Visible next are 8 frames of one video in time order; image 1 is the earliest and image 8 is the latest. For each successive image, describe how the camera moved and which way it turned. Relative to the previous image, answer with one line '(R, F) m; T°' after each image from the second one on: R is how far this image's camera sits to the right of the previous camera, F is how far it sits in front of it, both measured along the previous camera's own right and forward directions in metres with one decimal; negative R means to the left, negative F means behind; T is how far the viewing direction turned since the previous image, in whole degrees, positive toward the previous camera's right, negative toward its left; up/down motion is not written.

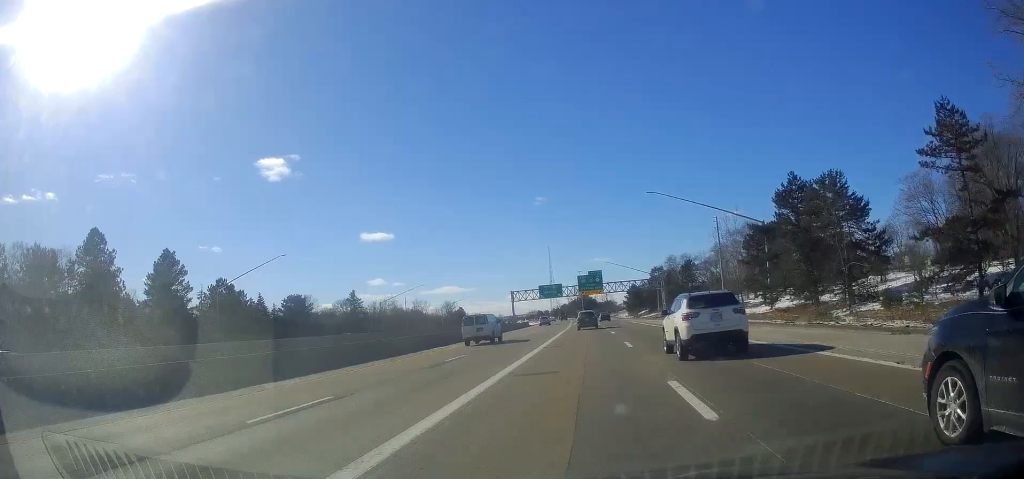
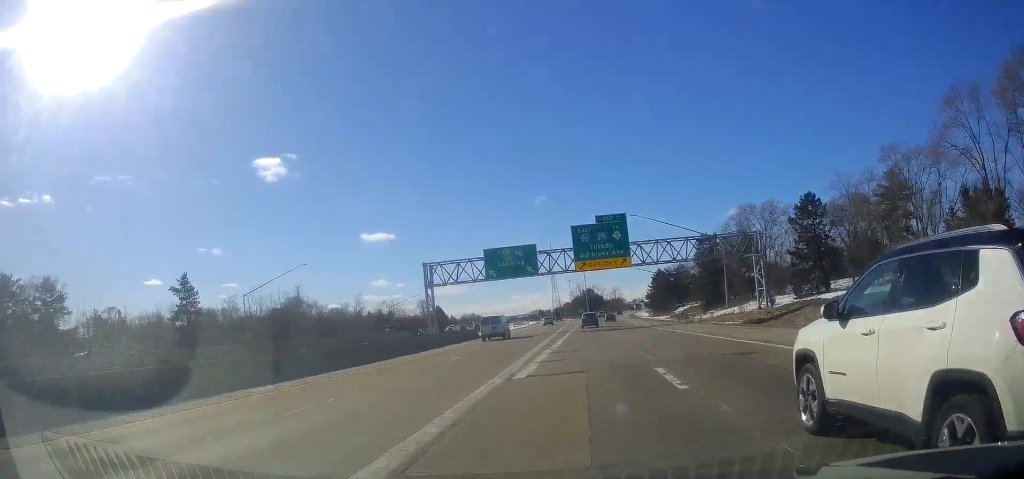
(-0.2, +73.5) m; +1°
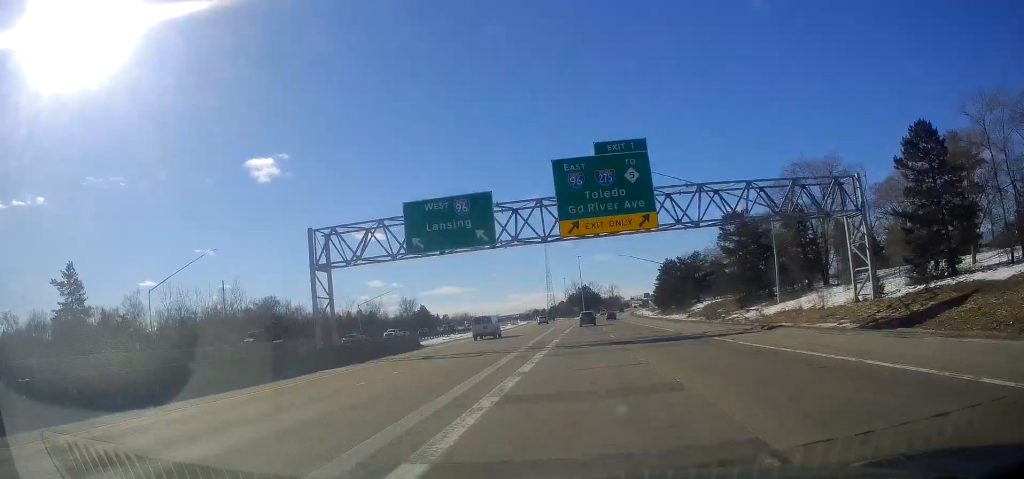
(0.0, +25.0) m; 0°
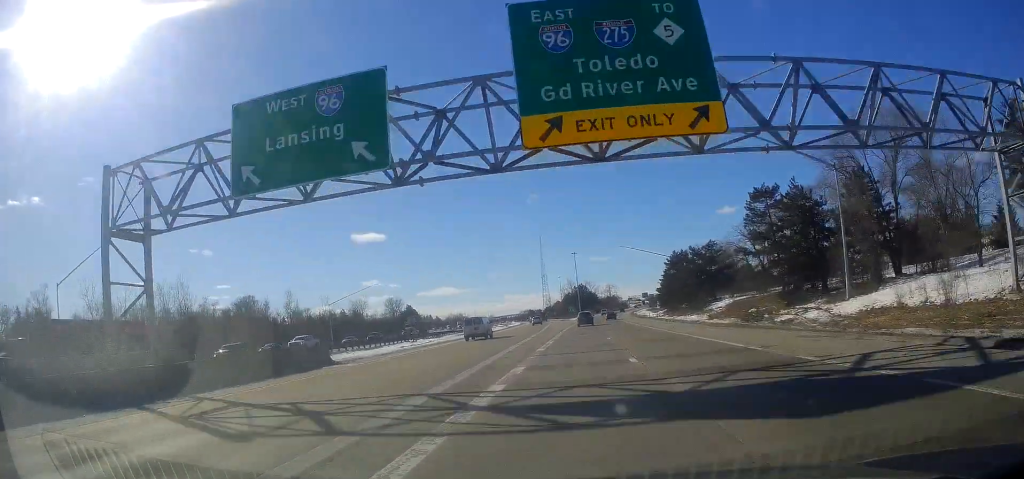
(+0.1, +17.8) m; 0°
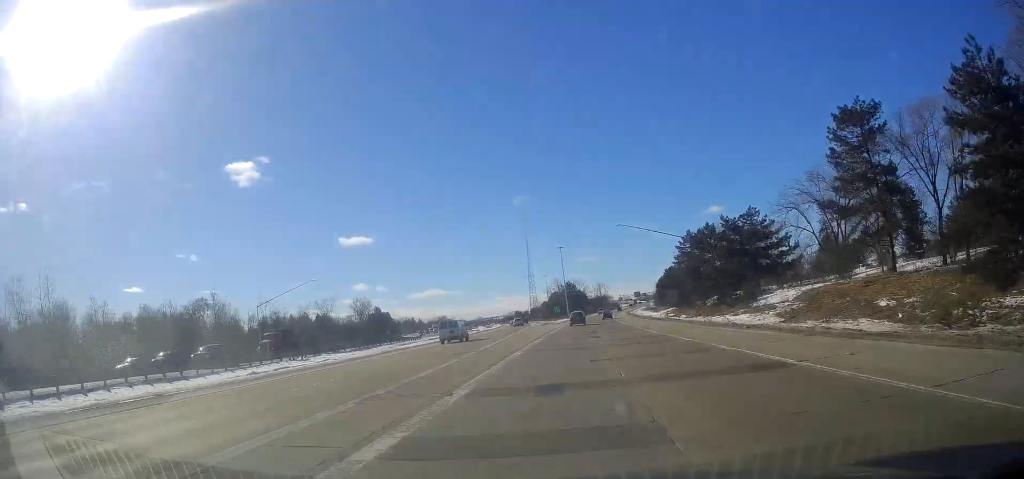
(0.0, +30.3) m; 0°
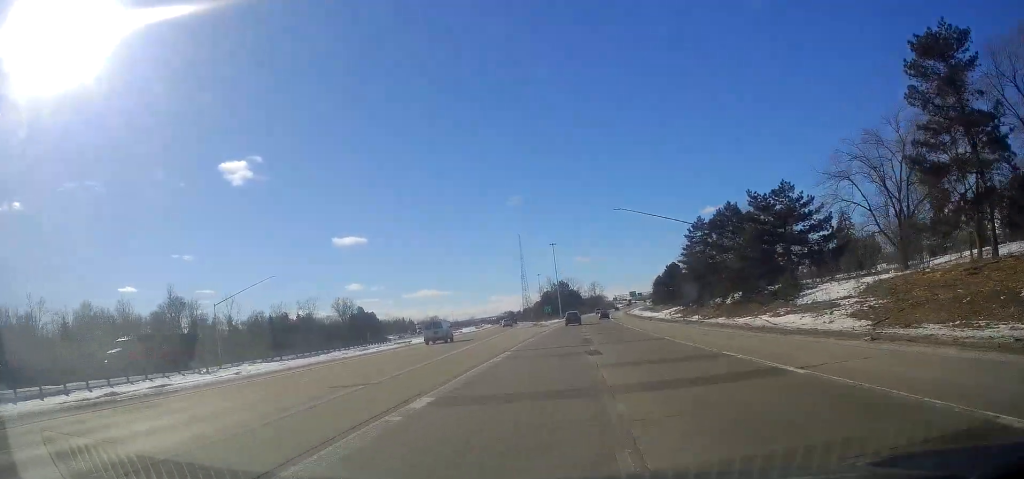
(-0.3, +13.6) m; +1°
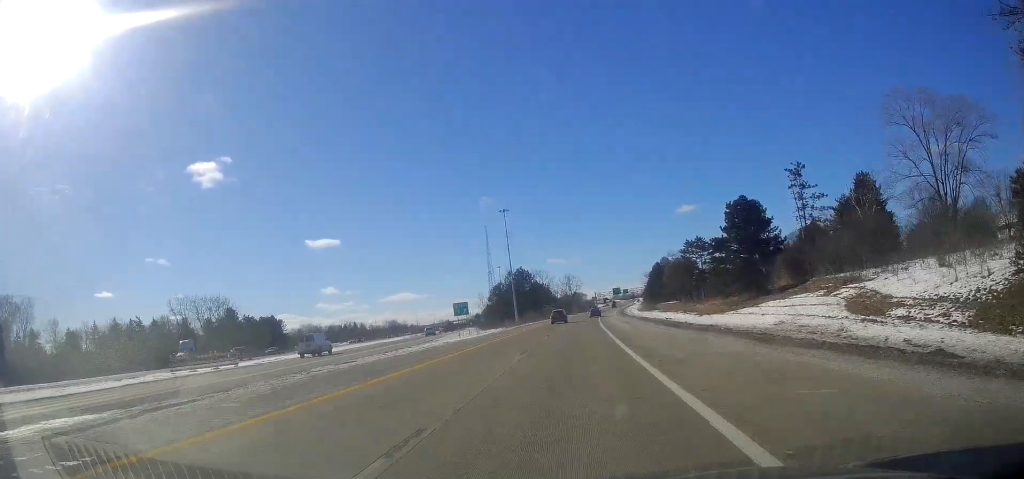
(+2.8, +82.0) m; +3°
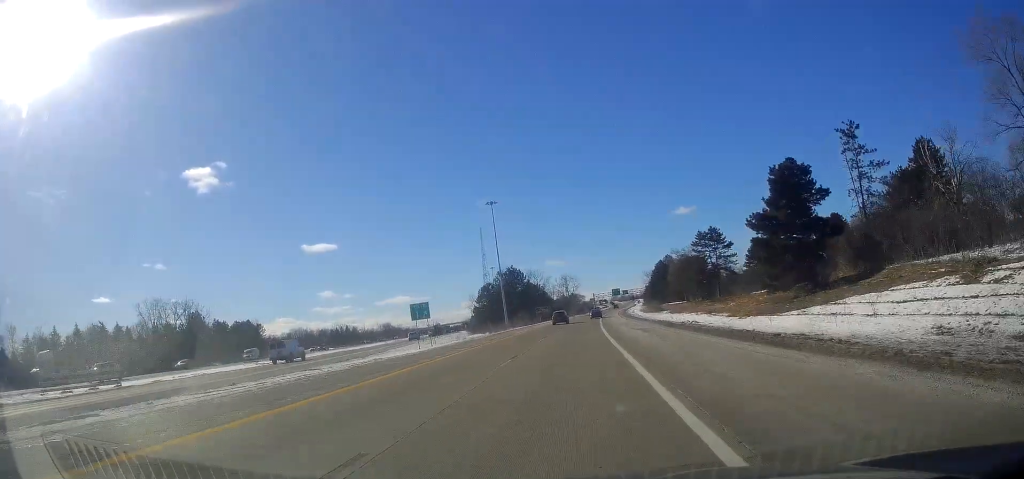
(+0.1, +16.4) m; +1°
